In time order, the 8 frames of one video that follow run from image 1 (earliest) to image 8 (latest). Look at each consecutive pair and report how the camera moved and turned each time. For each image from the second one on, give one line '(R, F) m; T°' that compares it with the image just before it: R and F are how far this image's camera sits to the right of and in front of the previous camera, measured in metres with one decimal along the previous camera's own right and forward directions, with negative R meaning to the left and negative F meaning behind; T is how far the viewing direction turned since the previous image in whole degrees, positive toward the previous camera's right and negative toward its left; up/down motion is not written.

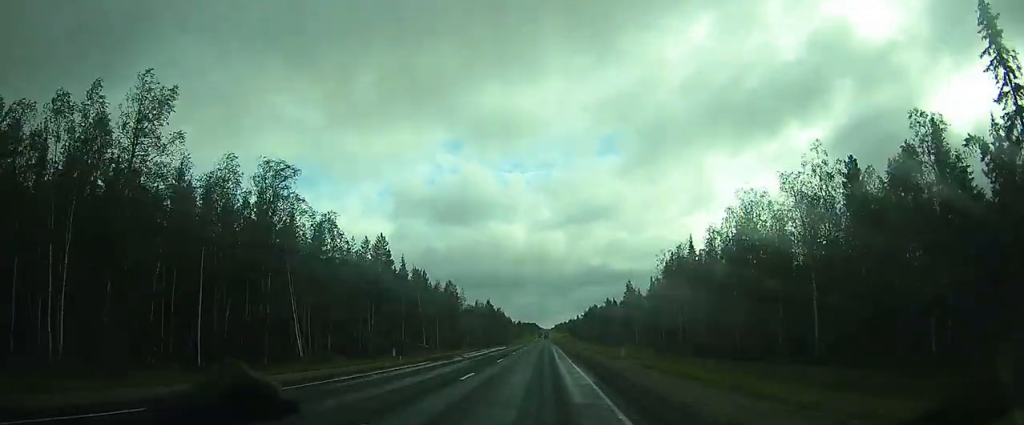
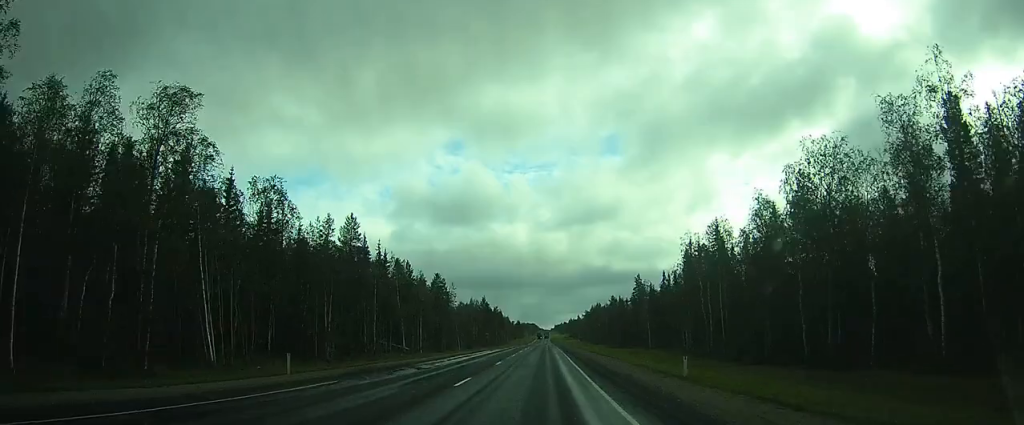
(0.0, +16.8) m; 0°
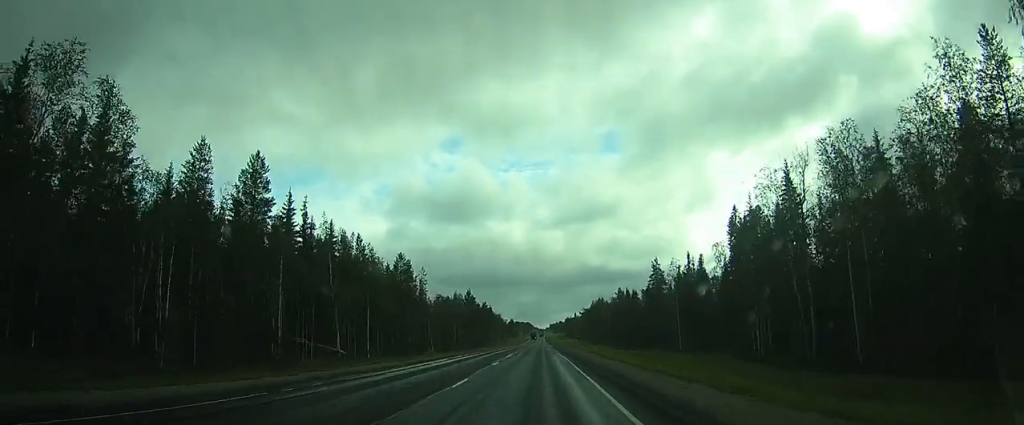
(0.0, +29.6) m; 0°
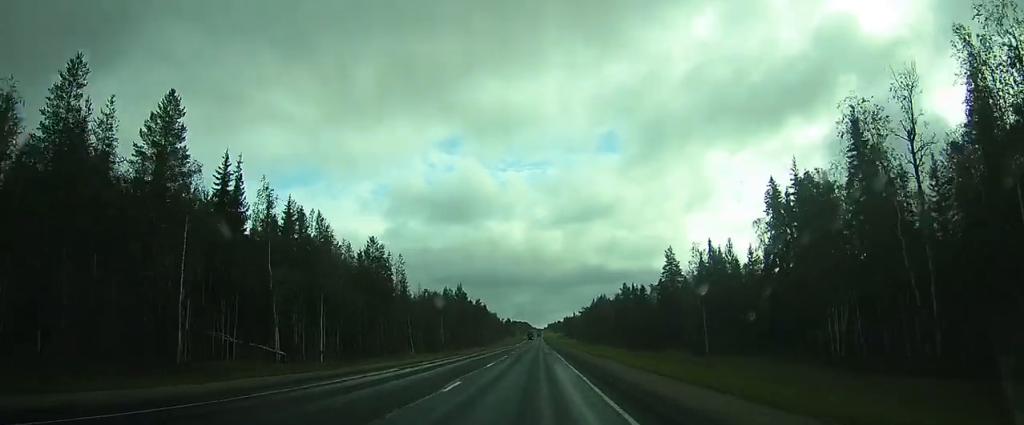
(0.0, +15.5) m; 0°
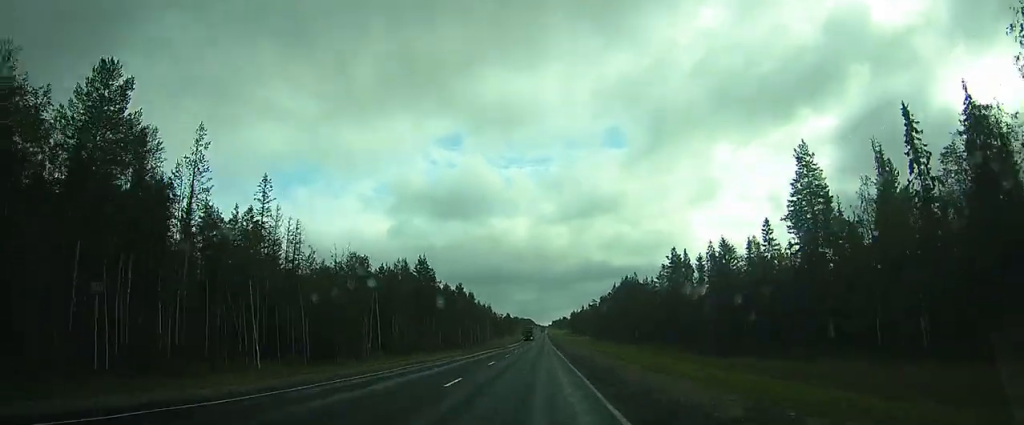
(+0.1, +53.3) m; 0°
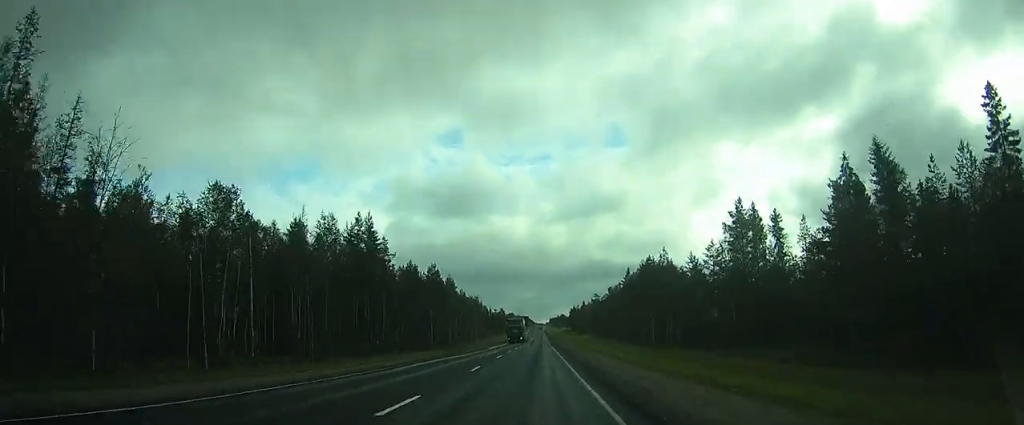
(0.0, +32.0) m; 0°
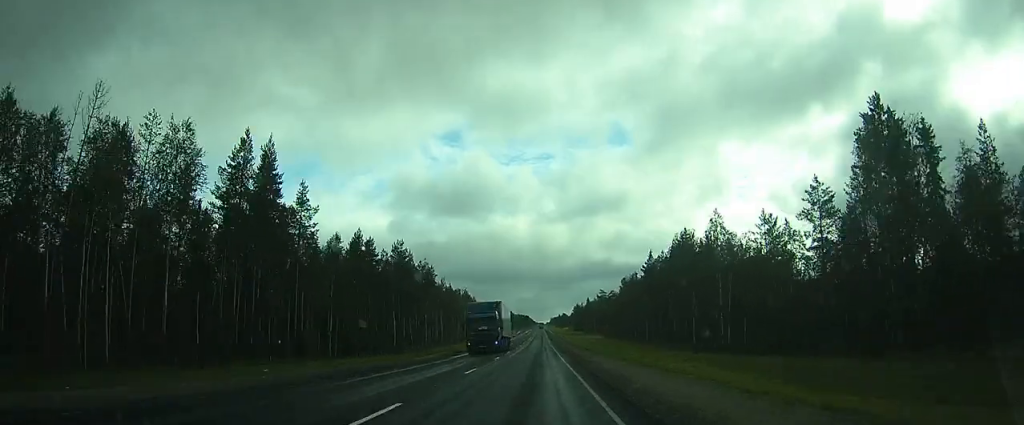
(0.0, +26.0) m; 0°
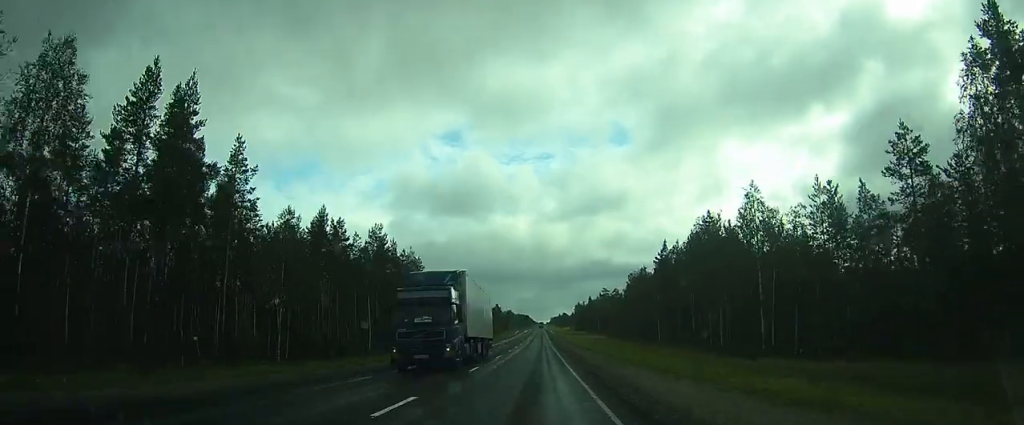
(0.0, +10.8) m; 0°
